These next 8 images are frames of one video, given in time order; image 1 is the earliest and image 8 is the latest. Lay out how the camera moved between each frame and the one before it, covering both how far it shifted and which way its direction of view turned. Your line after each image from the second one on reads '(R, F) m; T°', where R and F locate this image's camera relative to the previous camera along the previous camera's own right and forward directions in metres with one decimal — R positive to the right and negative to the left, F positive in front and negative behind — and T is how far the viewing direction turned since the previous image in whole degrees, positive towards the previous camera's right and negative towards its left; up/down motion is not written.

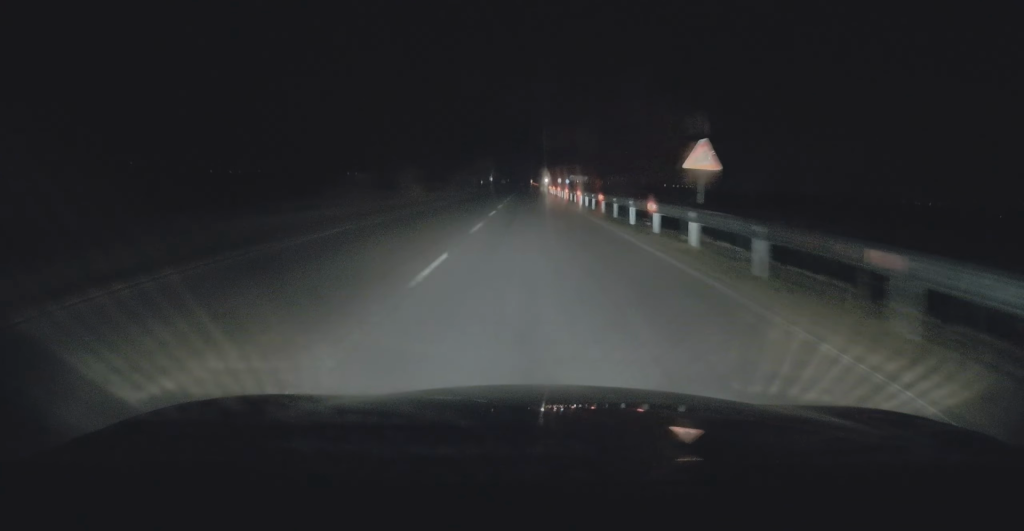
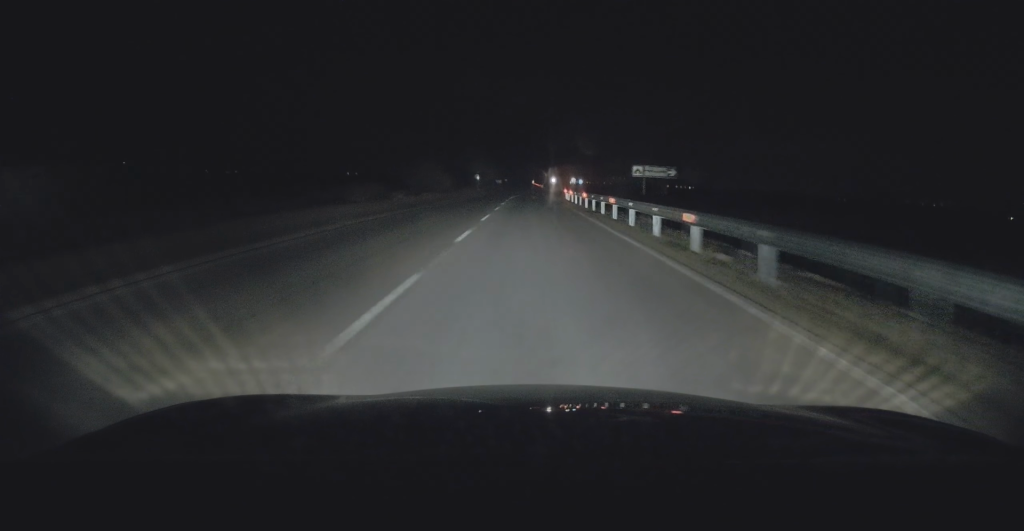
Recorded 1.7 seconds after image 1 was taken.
(0.0, +40.7) m; 0°
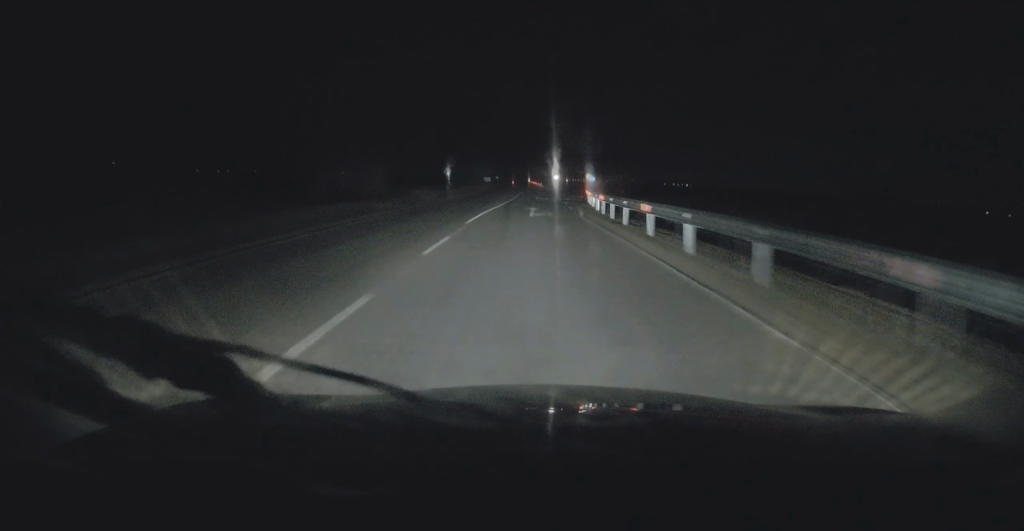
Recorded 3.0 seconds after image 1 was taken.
(+0.1, +32.5) m; 0°
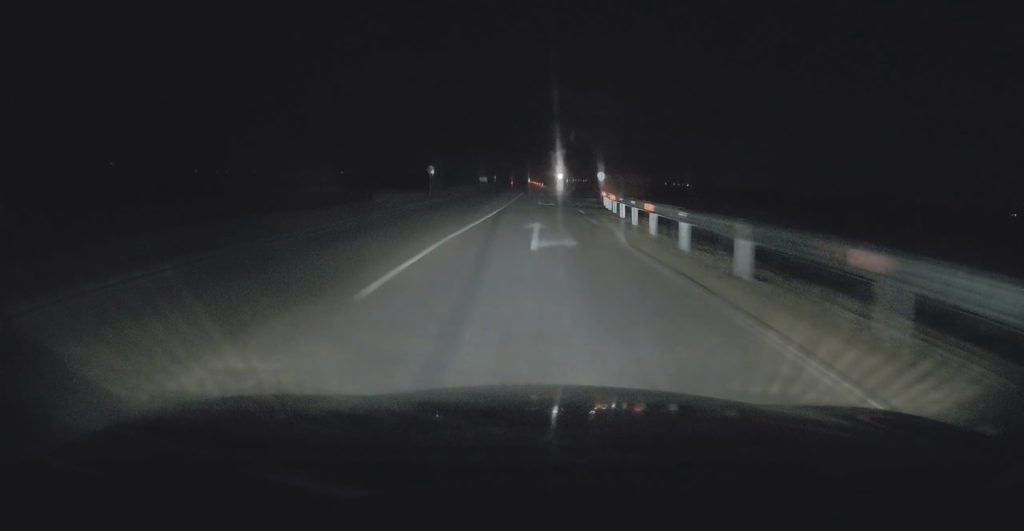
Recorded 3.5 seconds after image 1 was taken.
(0.0, +11.3) m; 0°
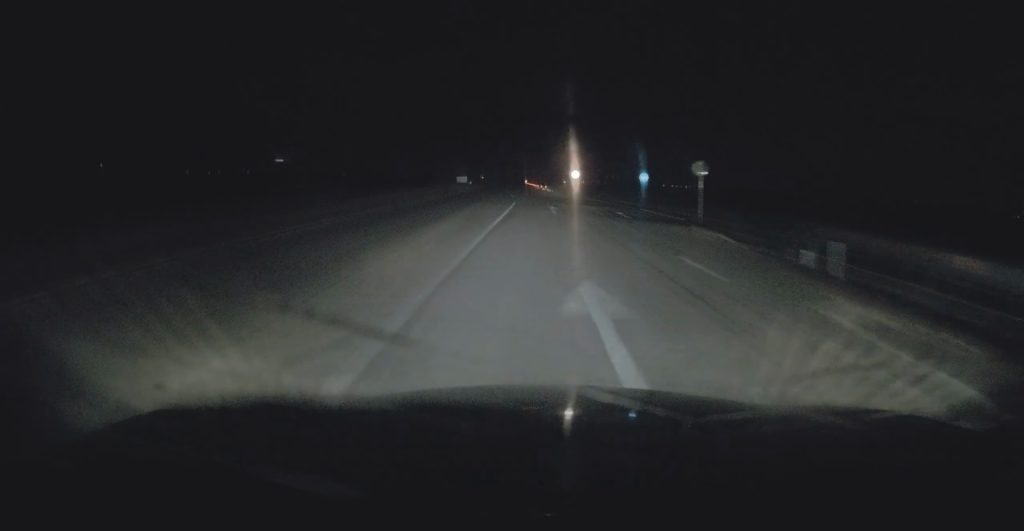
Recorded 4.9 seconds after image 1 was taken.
(0.0, +34.8) m; 0°
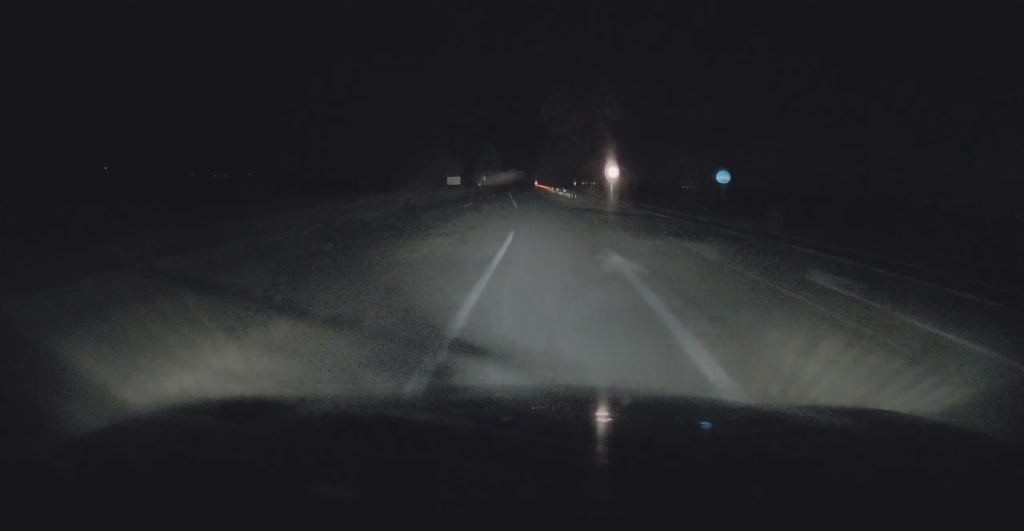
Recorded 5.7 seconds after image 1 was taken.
(-0.1, +20.1) m; 0°
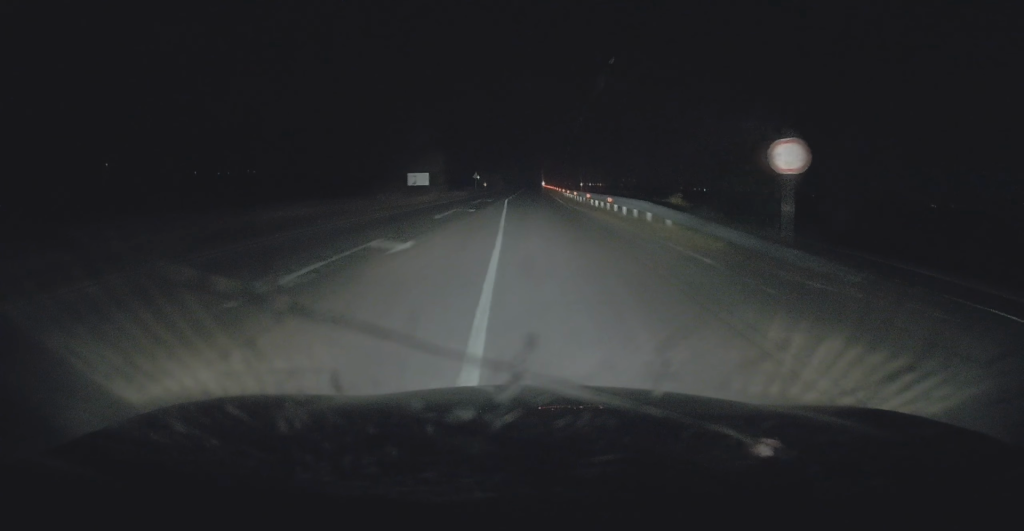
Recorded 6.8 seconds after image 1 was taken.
(0.0, +25.8) m; -1°
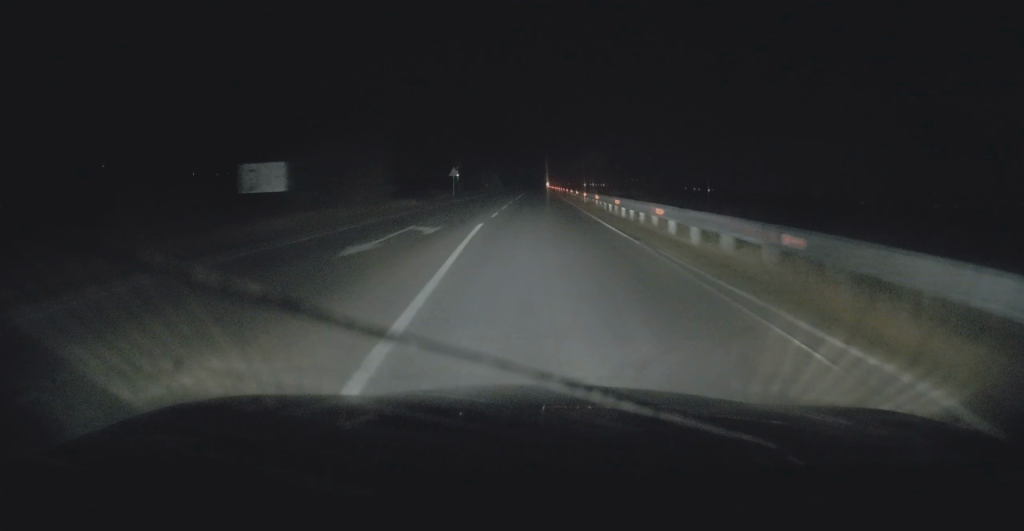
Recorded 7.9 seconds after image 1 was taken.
(-0.3, +26.6) m; 0°
